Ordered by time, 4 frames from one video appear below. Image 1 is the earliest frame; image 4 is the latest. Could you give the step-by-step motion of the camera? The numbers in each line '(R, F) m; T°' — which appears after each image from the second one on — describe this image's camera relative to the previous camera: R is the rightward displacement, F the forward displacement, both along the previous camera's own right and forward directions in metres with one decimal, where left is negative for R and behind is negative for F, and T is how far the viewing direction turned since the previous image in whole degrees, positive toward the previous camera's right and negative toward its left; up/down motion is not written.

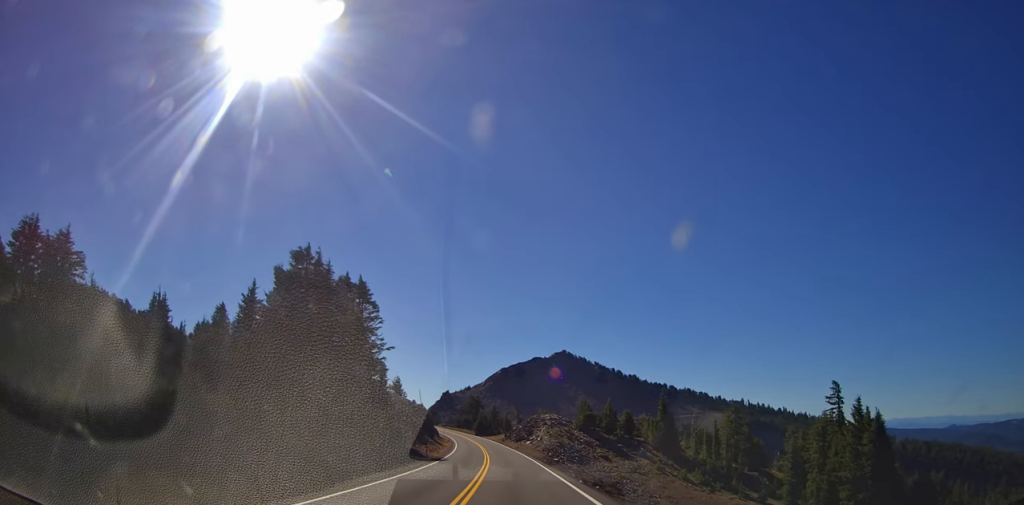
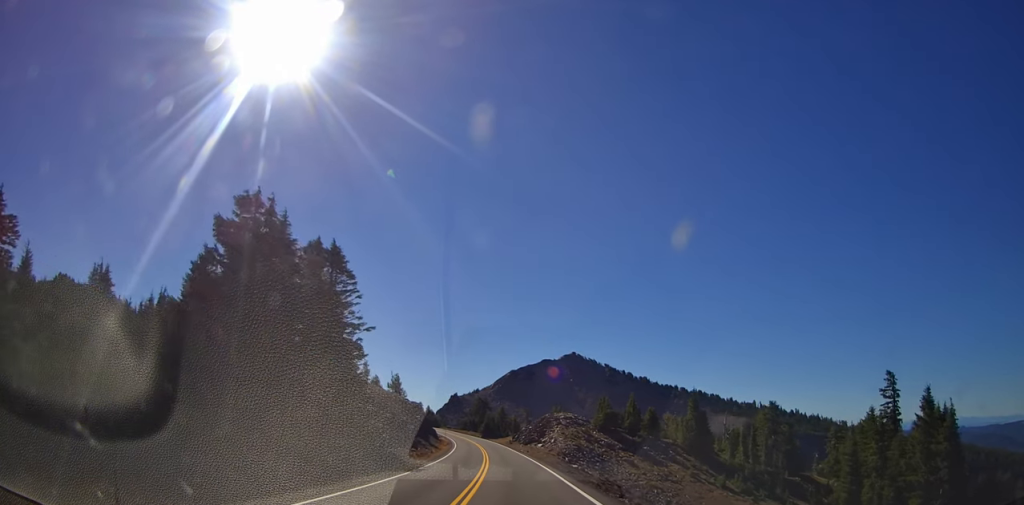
(+0.1, +12.0) m; -1°
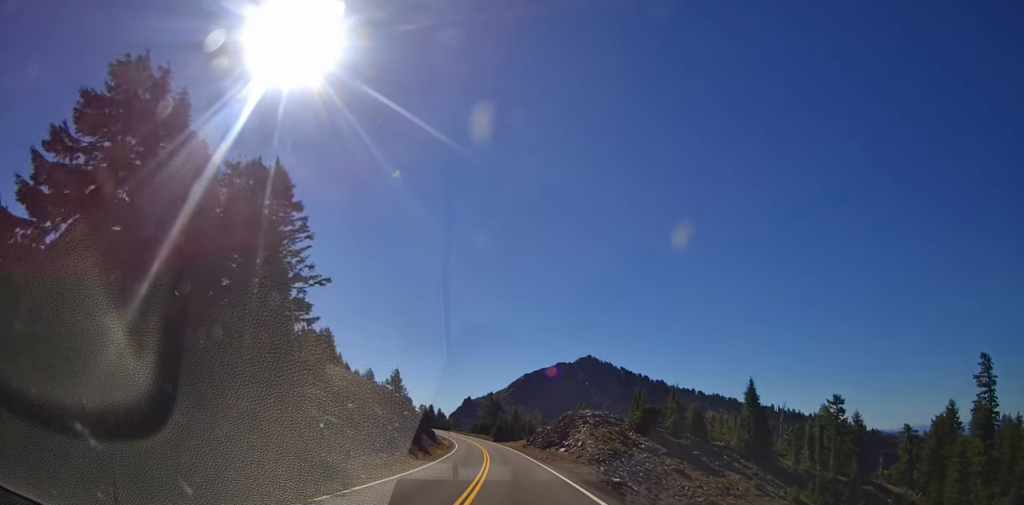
(-0.3, +15.6) m; -2°
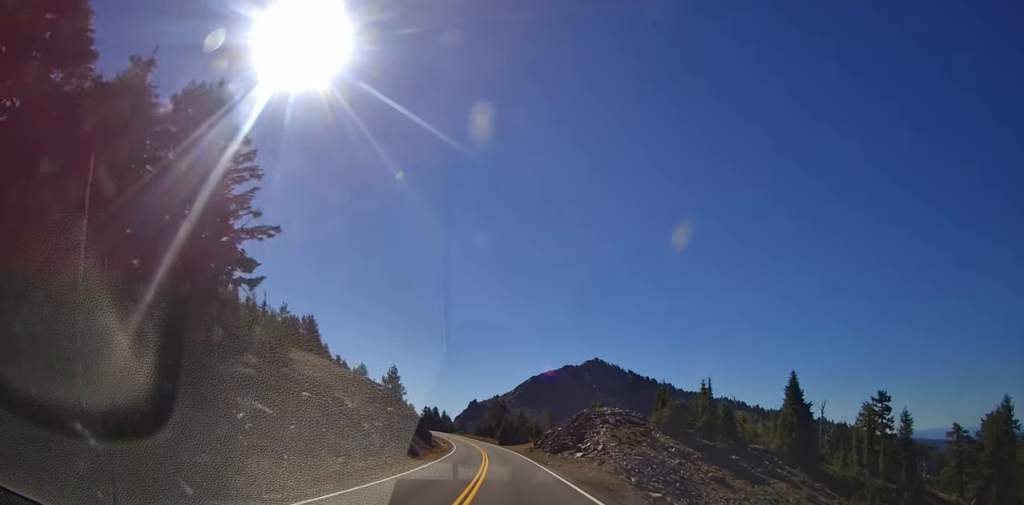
(-0.2, +9.1) m; -2°
